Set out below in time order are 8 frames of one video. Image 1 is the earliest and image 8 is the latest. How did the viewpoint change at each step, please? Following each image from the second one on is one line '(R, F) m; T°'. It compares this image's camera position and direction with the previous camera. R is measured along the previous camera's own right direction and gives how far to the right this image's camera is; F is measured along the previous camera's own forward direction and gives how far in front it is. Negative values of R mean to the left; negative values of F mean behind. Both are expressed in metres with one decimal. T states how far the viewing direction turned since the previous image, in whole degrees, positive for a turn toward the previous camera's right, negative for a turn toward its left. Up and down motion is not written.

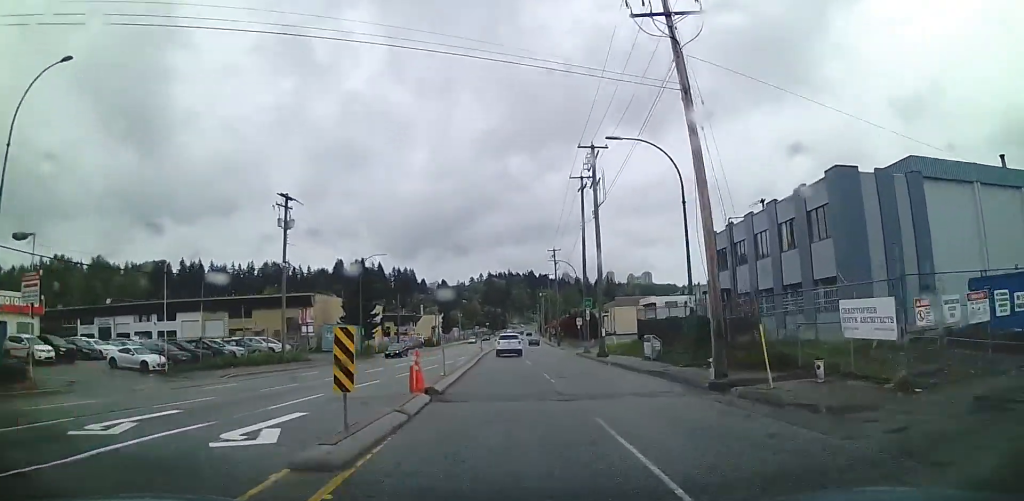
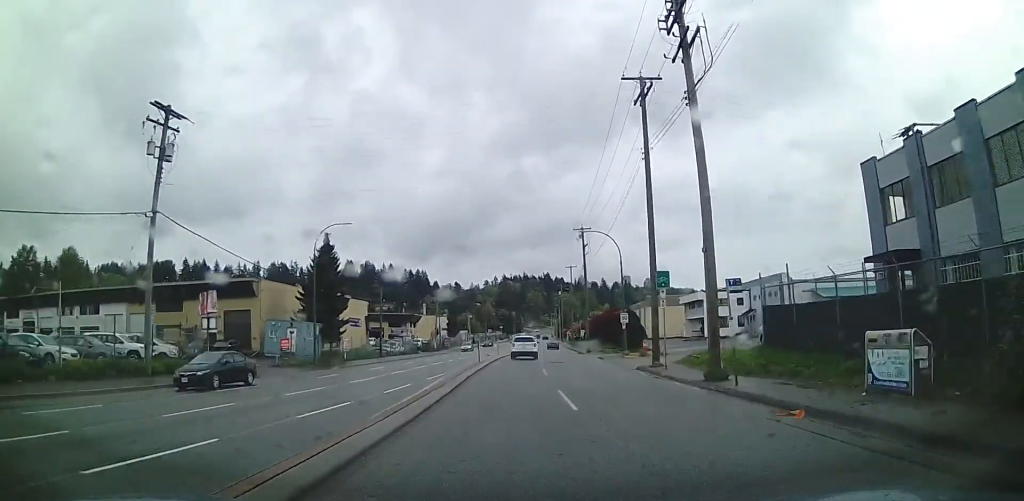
(+0.1, +20.1) m; 0°
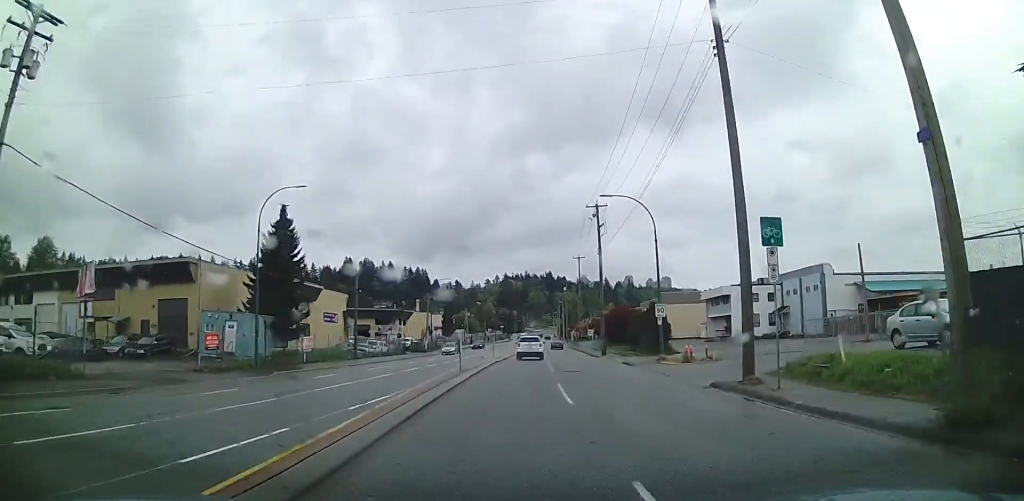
(0.0, +11.3) m; -1°
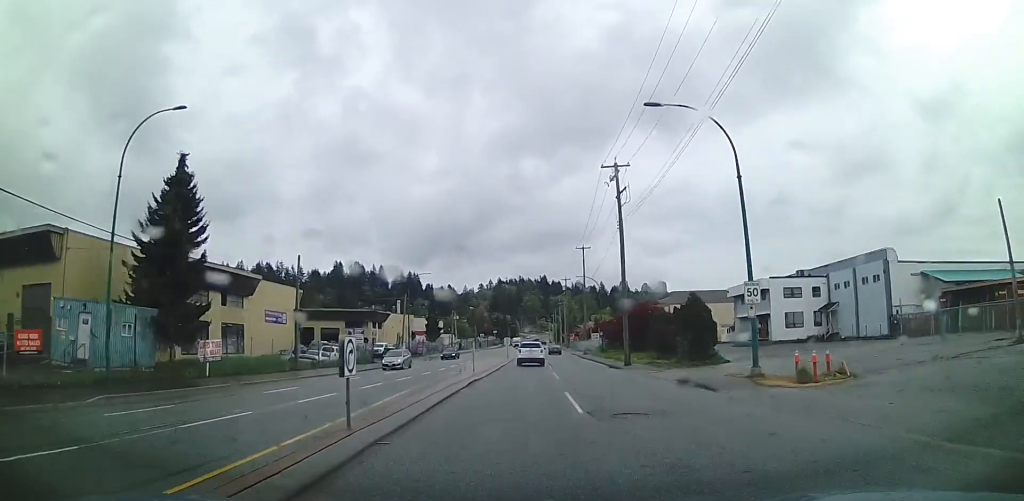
(-0.1, +14.5) m; -1°
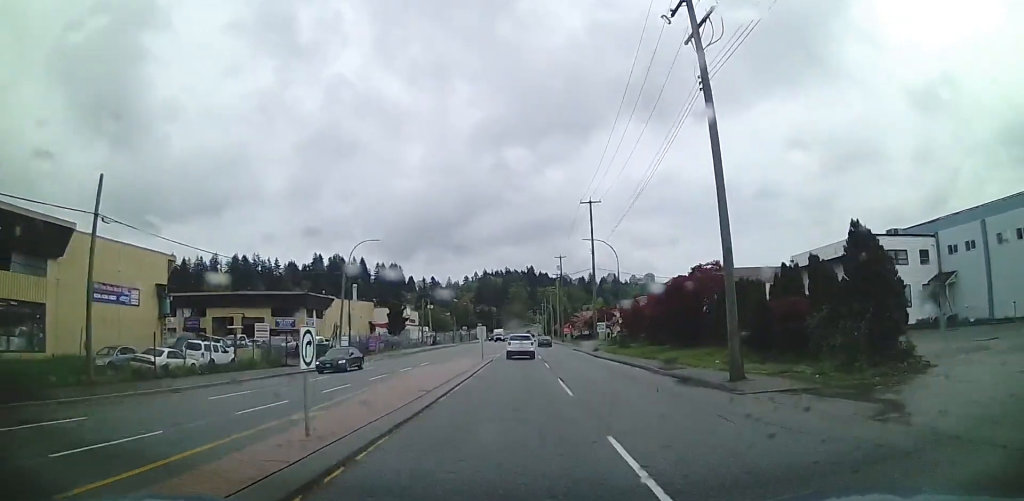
(-0.3, +22.0) m; 0°
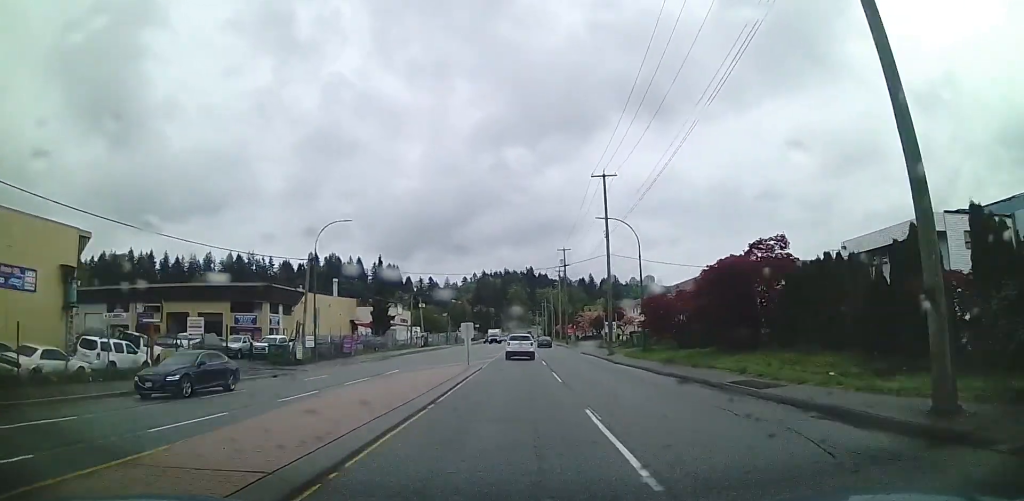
(+0.1, +9.4) m; +1°
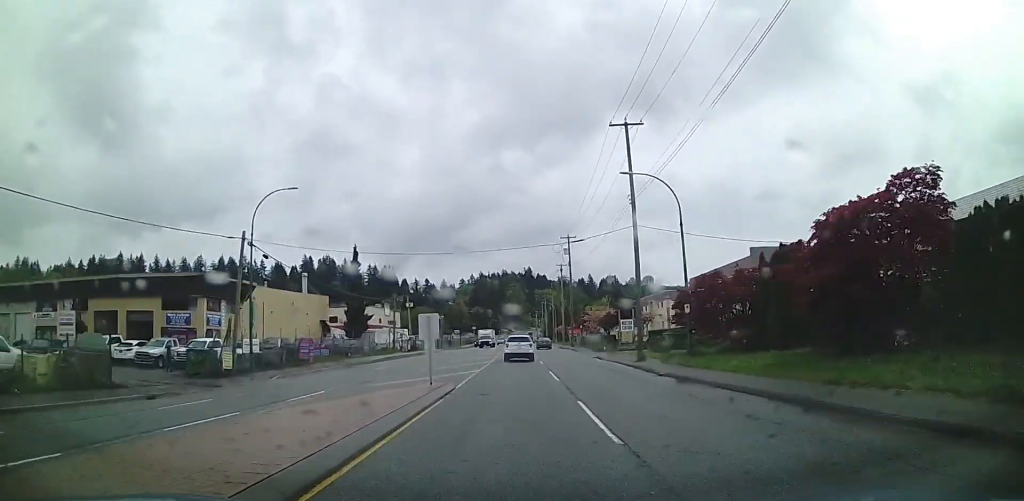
(+0.1, +11.3) m; +1°
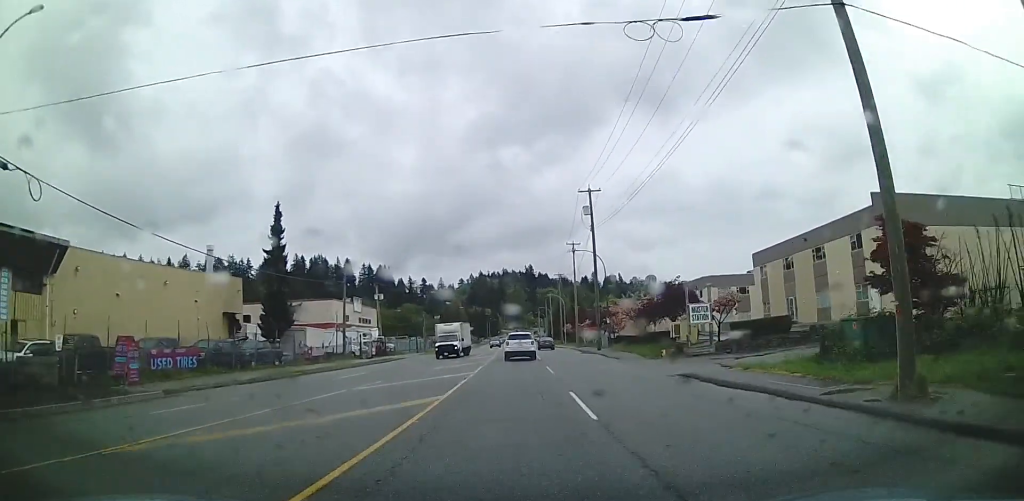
(+0.2, +23.3) m; 0°
